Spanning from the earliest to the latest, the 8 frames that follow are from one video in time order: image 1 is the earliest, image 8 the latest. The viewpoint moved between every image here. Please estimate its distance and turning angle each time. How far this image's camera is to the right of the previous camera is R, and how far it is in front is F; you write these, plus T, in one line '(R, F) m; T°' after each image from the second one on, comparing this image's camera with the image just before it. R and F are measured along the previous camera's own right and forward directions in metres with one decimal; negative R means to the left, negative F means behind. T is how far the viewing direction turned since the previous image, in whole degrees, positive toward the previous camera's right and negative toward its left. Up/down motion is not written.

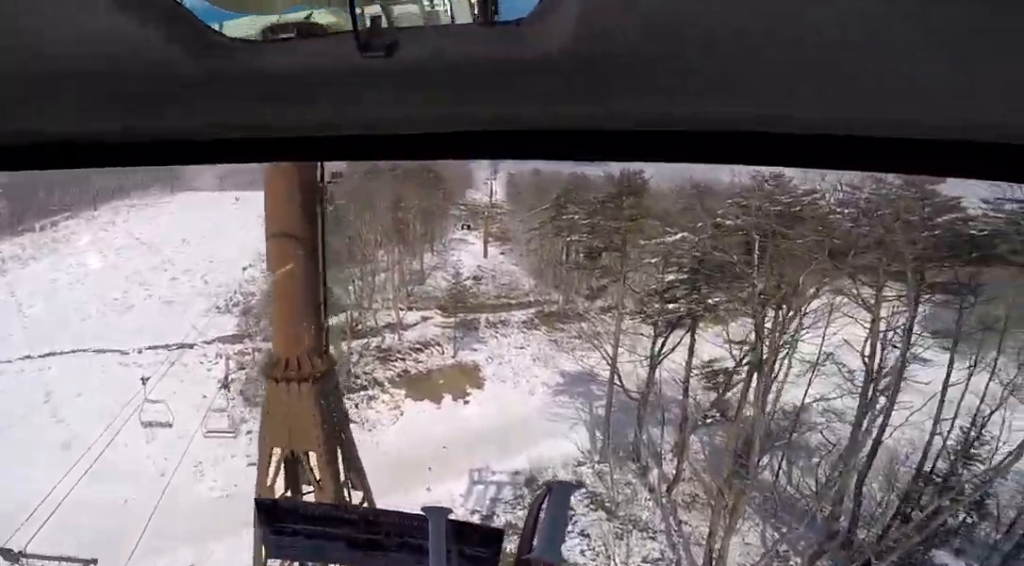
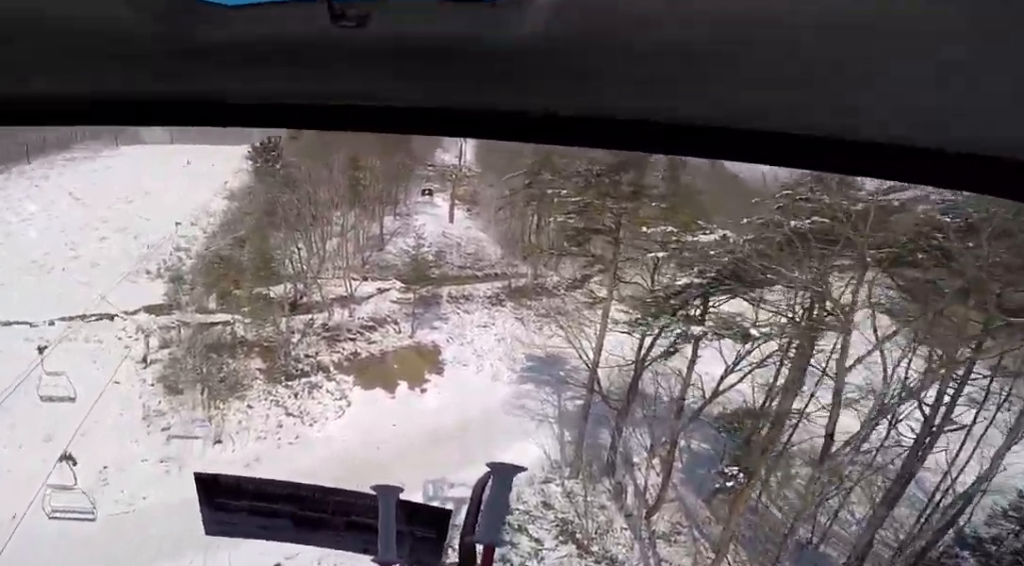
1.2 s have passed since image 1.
(-0.2, +5.9) m; +3°
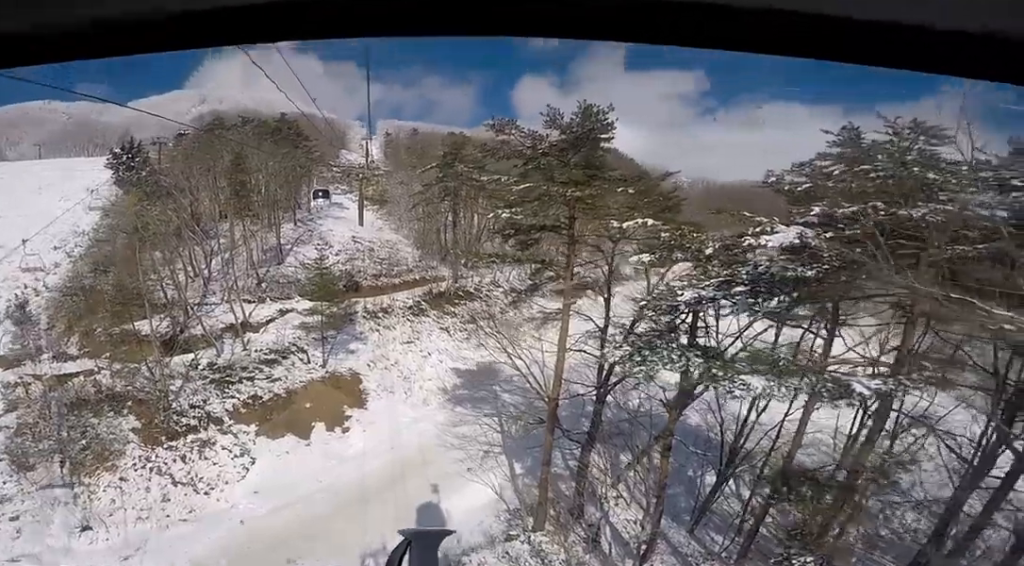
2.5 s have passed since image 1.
(+0.5, +5.9) m; 0°
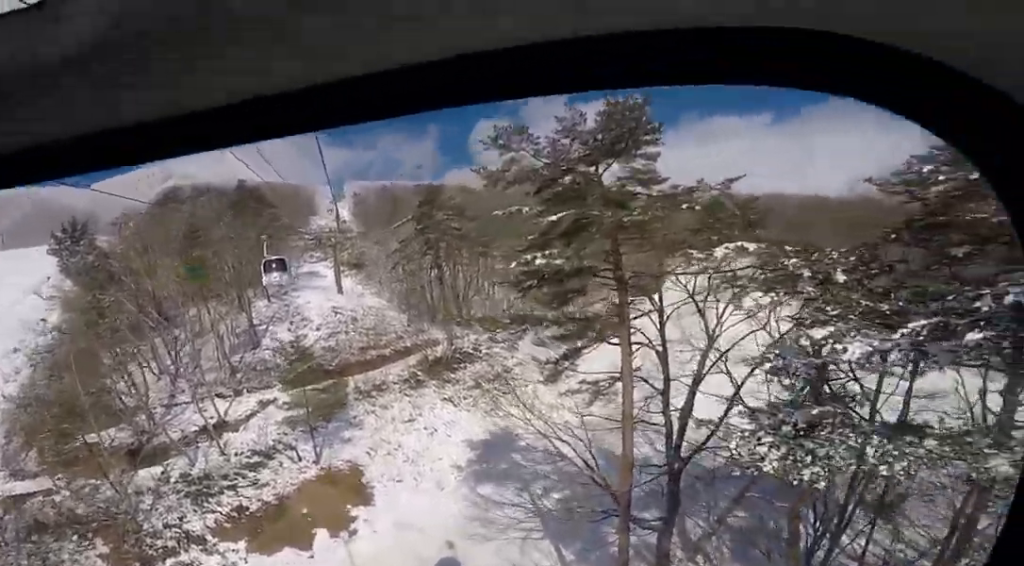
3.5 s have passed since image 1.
(-0.3, +5.0) m; 0°
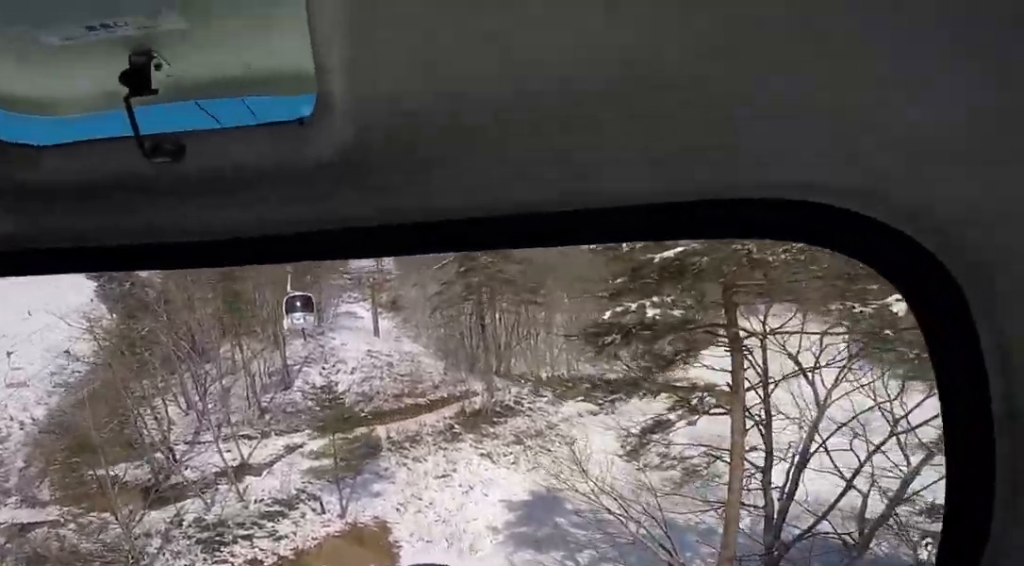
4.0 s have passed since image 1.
(+0.4, +2.8) m; 0°
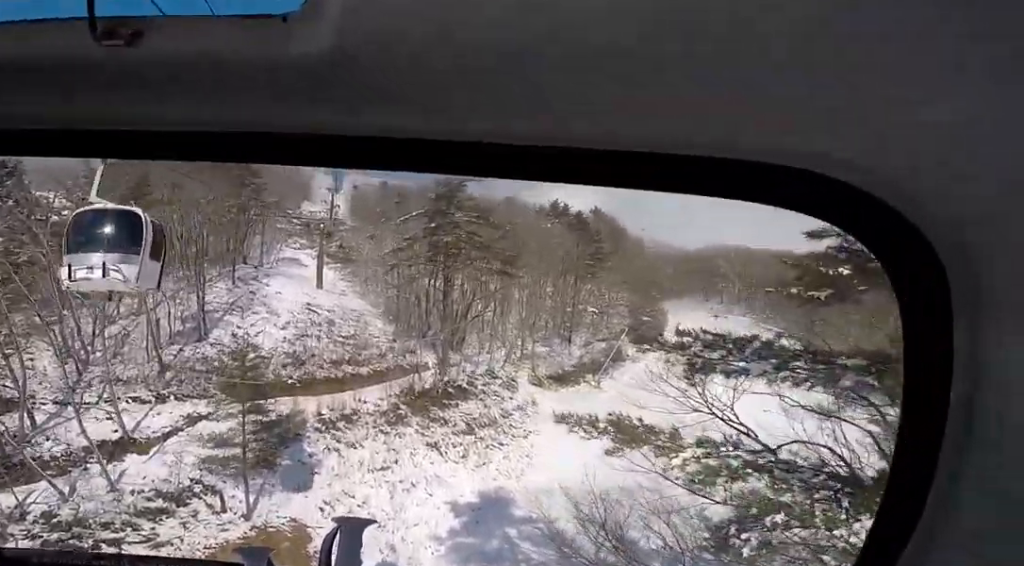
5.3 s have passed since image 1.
(-0.7, +6.6) m; -6°
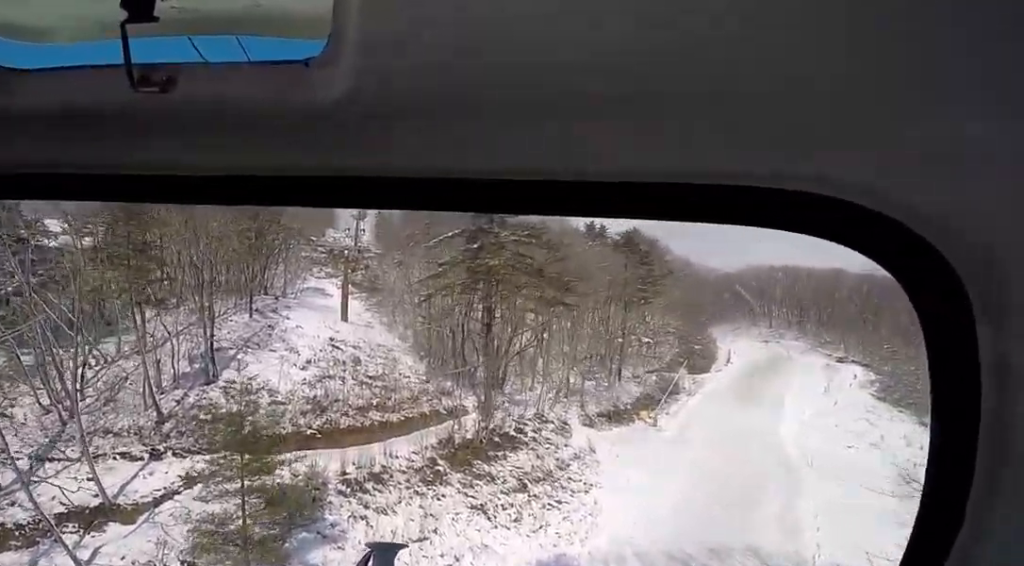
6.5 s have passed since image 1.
(+0.3, +5.7) m; +6°
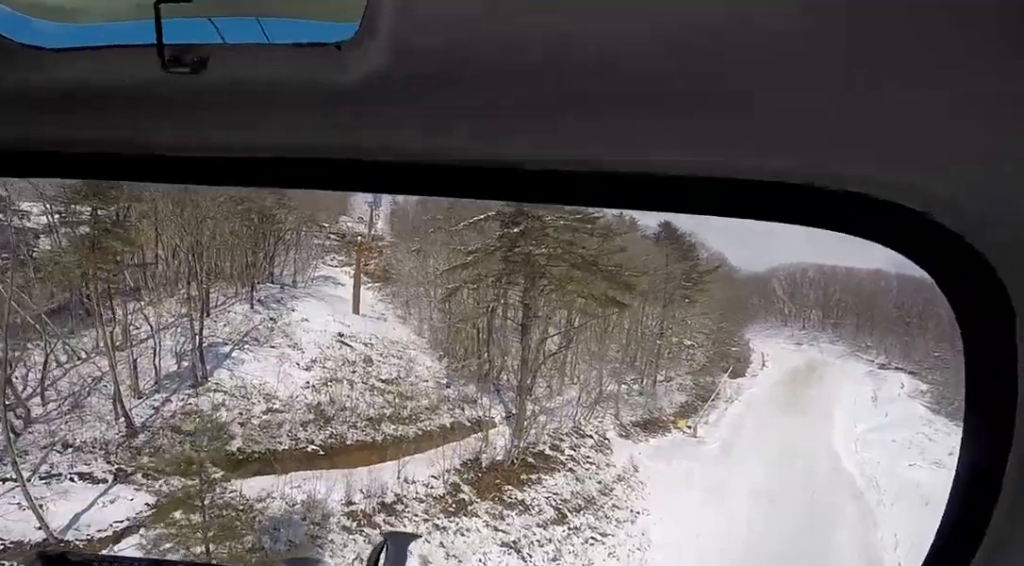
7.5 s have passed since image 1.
(+0.3, +5.1) m; 0°
